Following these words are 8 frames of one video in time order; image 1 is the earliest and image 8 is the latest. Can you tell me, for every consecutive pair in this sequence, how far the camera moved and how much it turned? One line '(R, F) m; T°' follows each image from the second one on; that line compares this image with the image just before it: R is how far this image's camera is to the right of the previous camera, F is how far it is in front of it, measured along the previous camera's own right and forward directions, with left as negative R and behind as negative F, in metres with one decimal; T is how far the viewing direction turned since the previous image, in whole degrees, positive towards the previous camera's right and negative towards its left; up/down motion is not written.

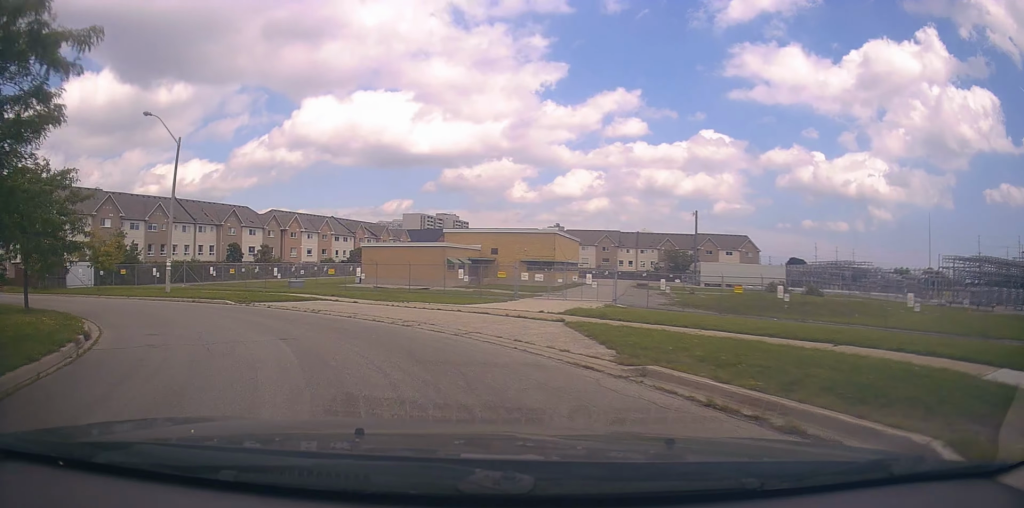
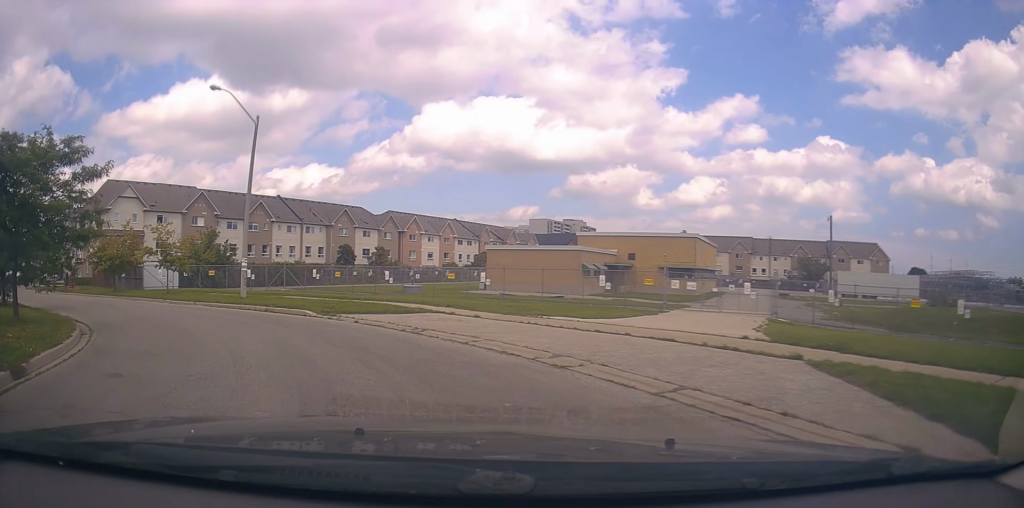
(-0.2, +6.1) m; -16°
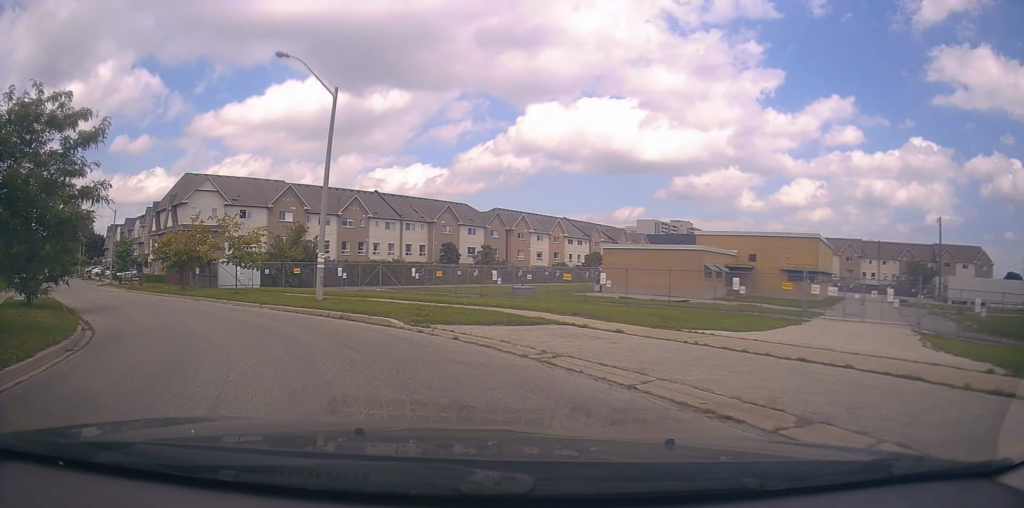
(-0.9, +4.4) m; -11°
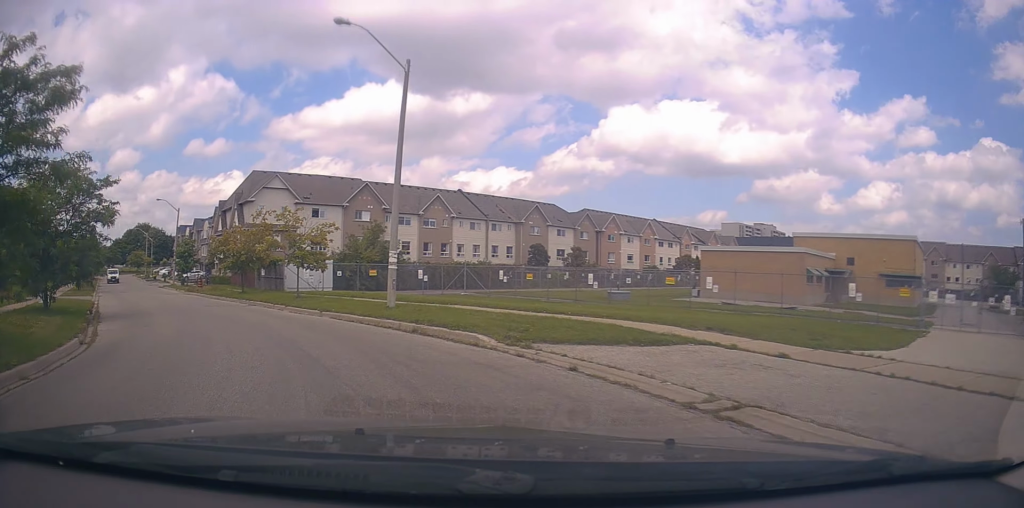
(-0.8, +3.7) m; -8°
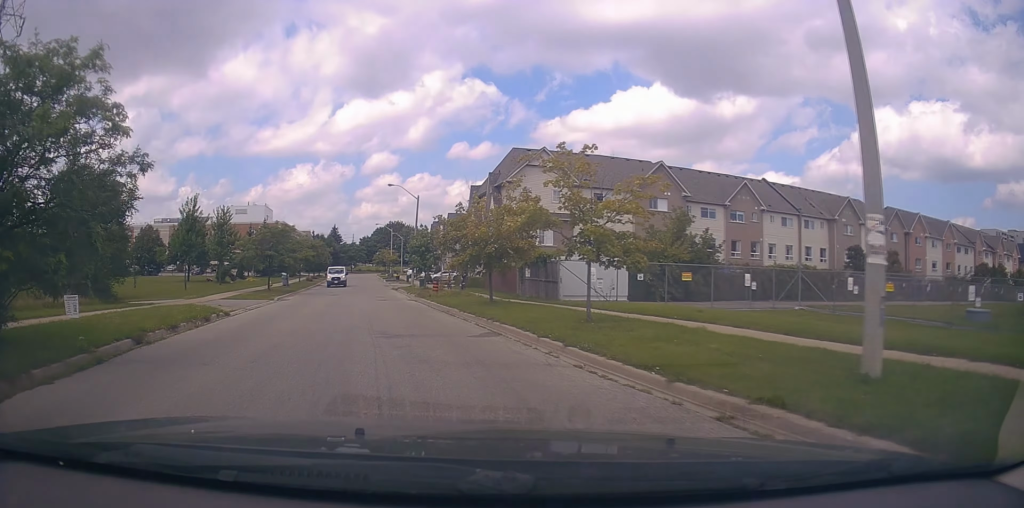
(-2.5, +12.8) m; -26°
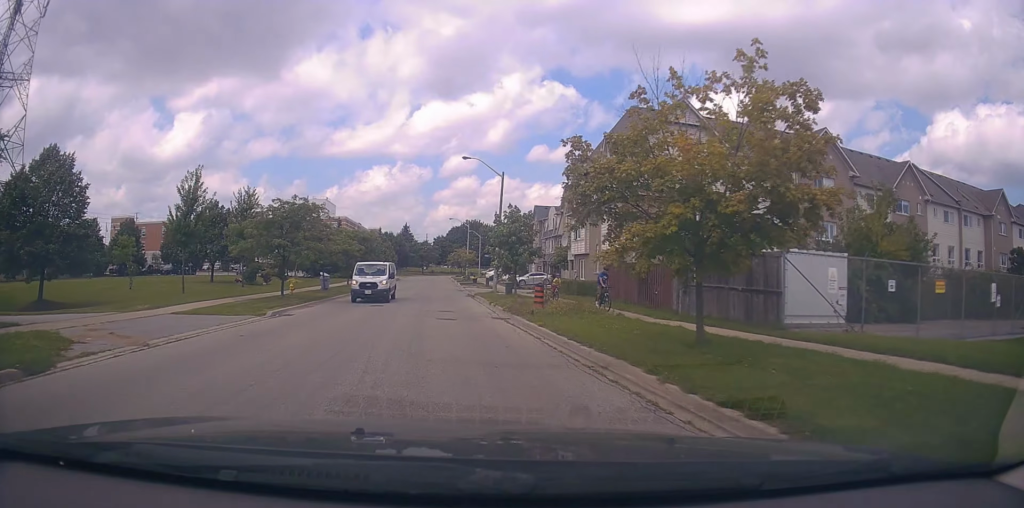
(-2.8, +13.4) m; -12°
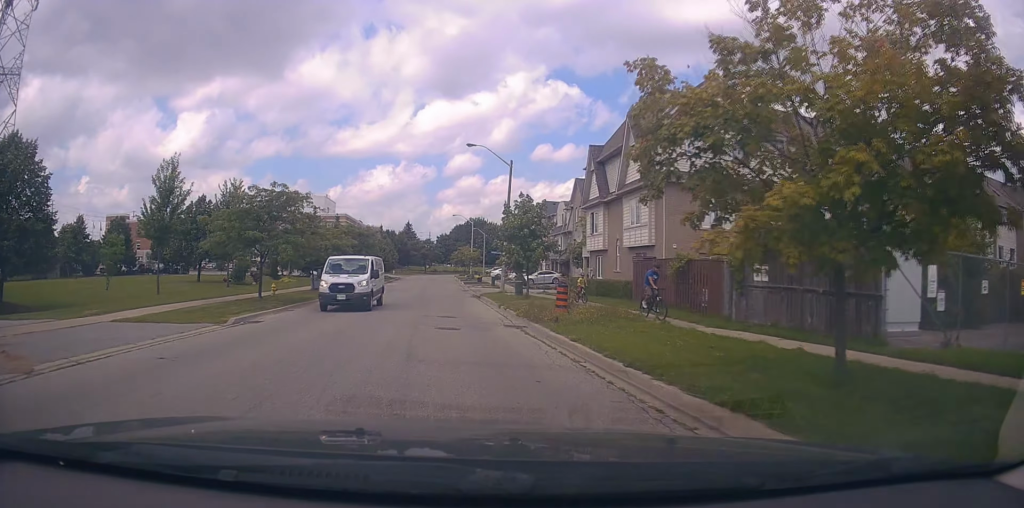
(+0.2, +3.8) m; +1°
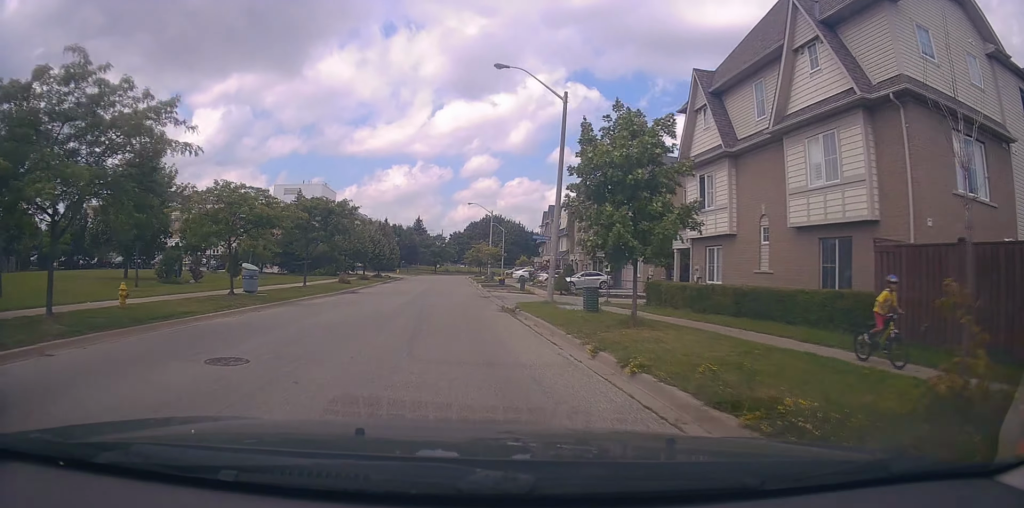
(+0.3, +14.3) m; -1°
